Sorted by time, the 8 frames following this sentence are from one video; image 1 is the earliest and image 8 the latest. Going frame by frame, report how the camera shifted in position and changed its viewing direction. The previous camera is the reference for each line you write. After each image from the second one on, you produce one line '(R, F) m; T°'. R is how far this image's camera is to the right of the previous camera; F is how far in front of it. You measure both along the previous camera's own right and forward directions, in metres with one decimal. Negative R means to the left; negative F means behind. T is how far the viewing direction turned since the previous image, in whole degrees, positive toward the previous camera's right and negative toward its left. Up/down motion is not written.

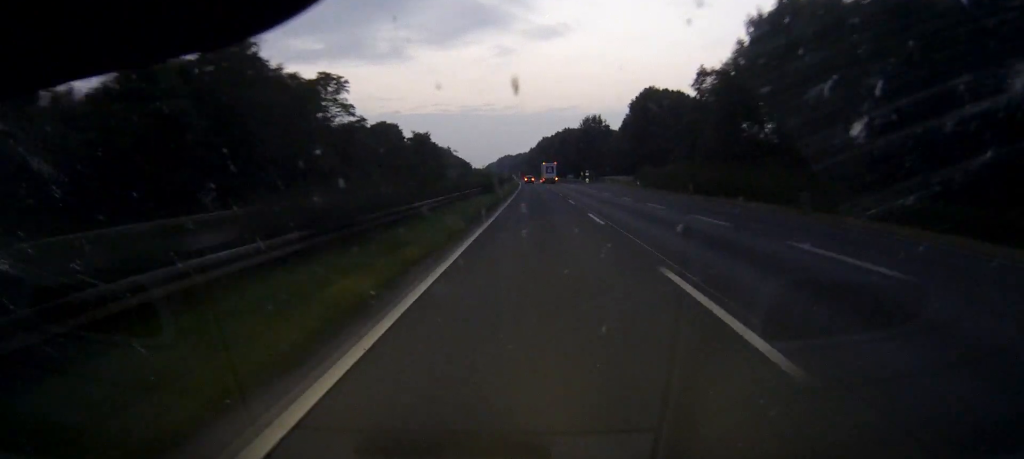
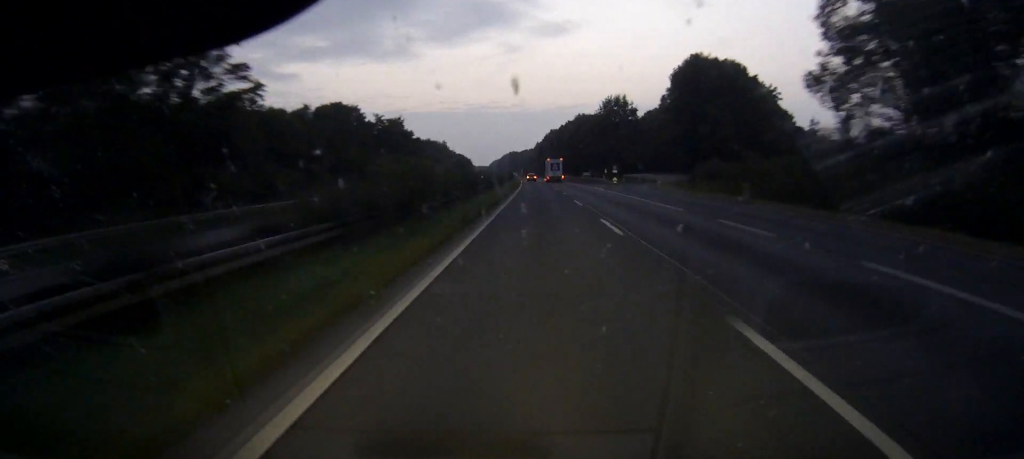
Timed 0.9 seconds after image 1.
(-0.2, +40.5) m; -1°
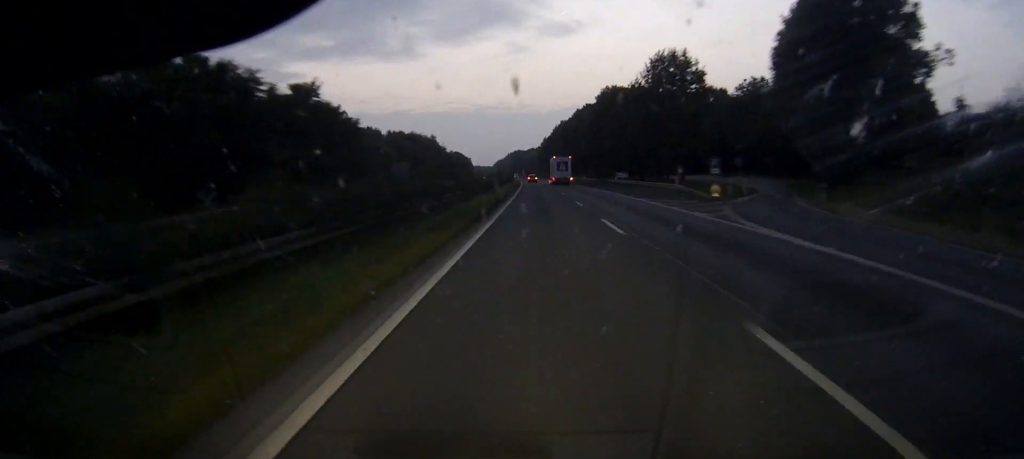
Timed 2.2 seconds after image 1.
(-0.3, +53.8) m; -1°
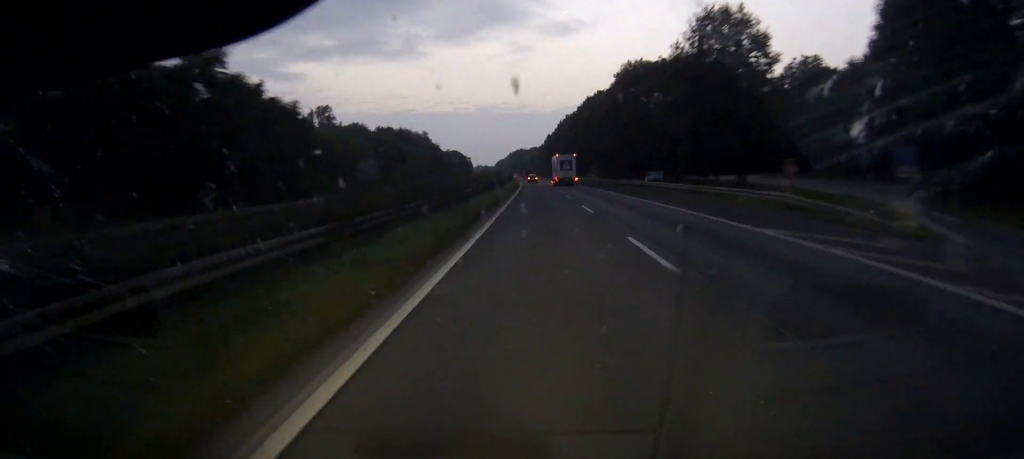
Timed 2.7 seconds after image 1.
(0.0, +24.7) m; 0°
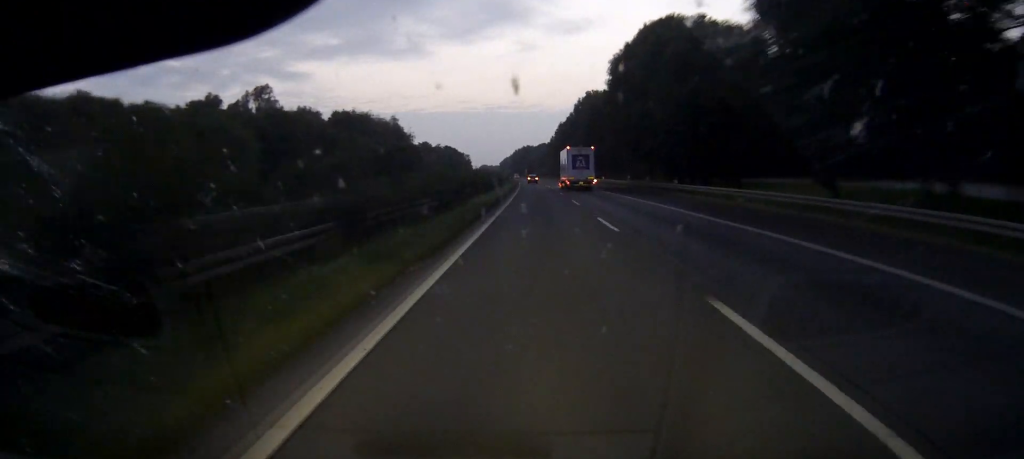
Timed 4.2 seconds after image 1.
(-0.4, +62.9) m; -1°
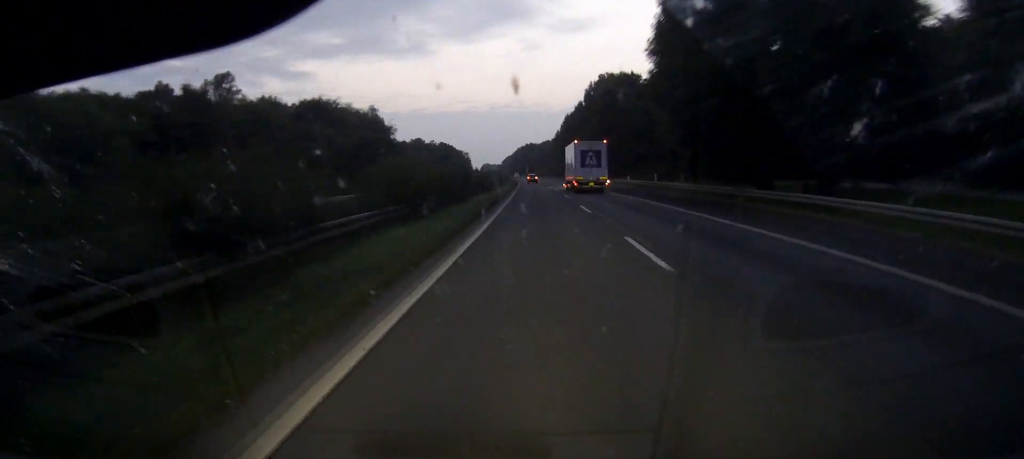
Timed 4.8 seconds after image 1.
(0.0, +26.4) m; 0°
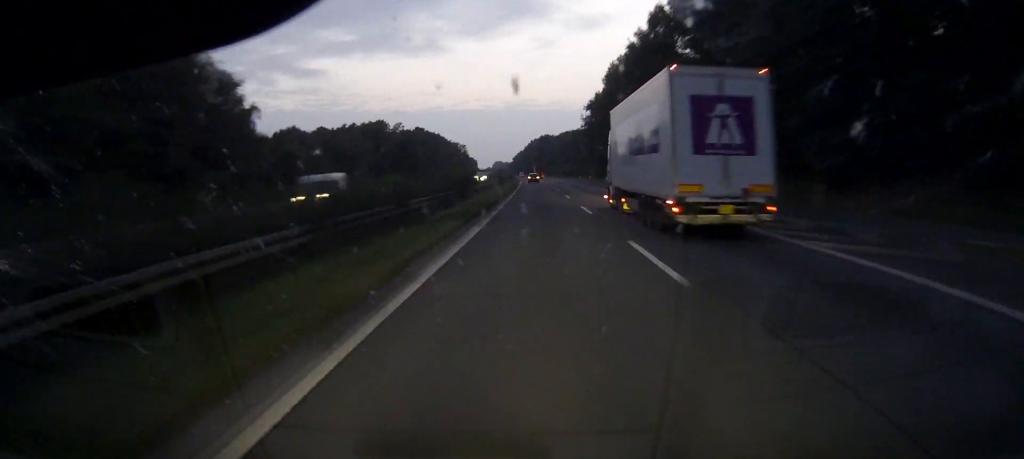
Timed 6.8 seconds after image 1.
(-1.0, +90.8) m; -1°
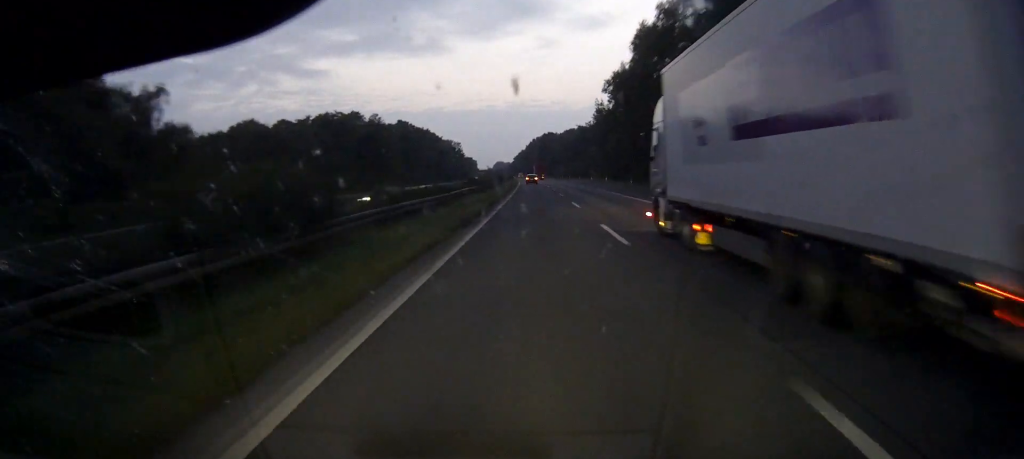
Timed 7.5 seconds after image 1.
(-0.1, +29.3) m; 0°
